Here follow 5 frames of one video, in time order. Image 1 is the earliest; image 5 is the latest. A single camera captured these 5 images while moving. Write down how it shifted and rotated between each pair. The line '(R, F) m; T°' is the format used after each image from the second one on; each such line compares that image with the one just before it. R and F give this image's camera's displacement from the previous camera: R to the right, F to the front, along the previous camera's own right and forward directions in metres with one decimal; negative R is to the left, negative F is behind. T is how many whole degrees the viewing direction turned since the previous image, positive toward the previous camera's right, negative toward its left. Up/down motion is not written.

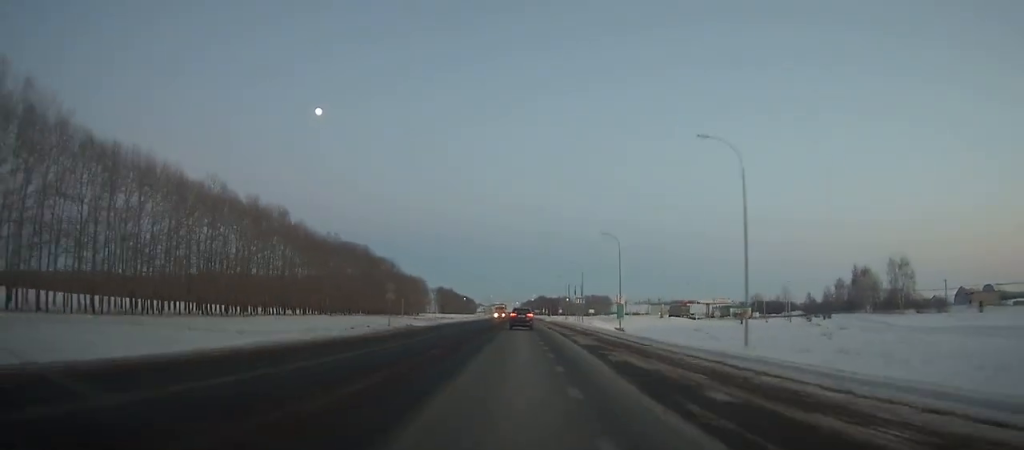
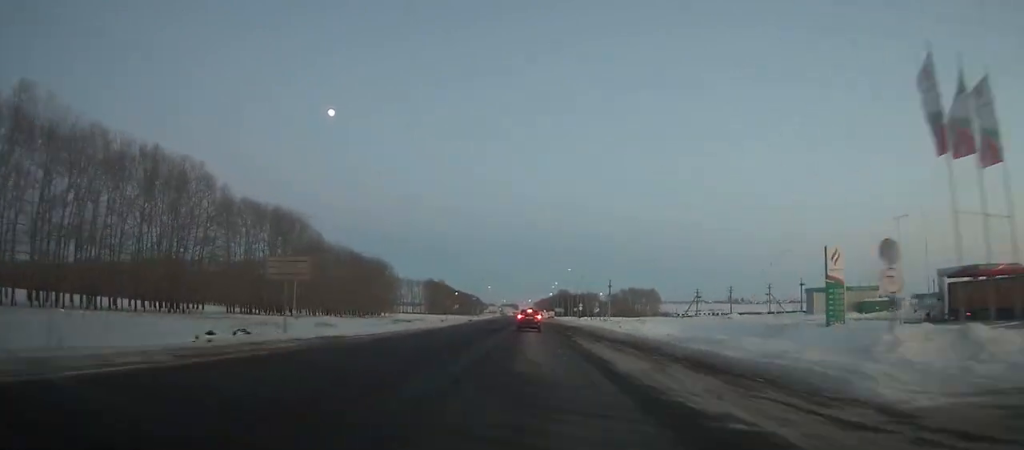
(-0.6, +116.3) m; -1°
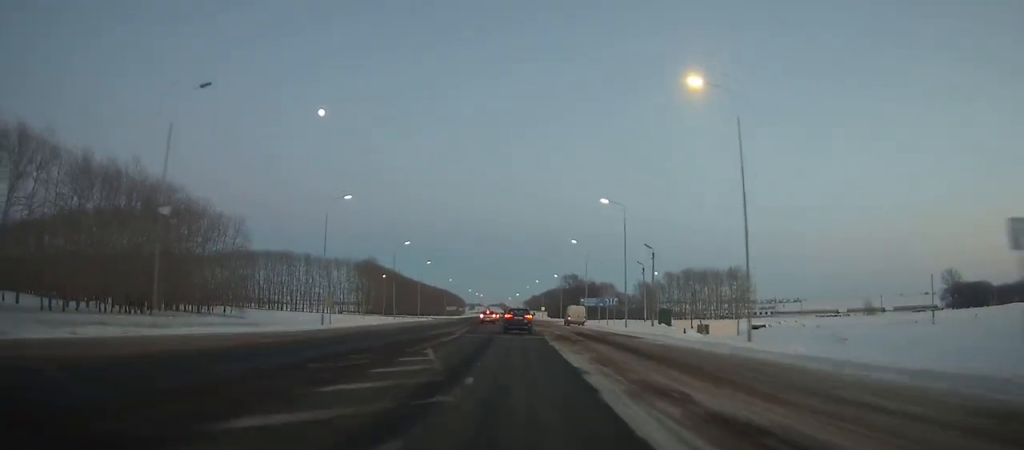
(+0.2, +135.5) m; 0°
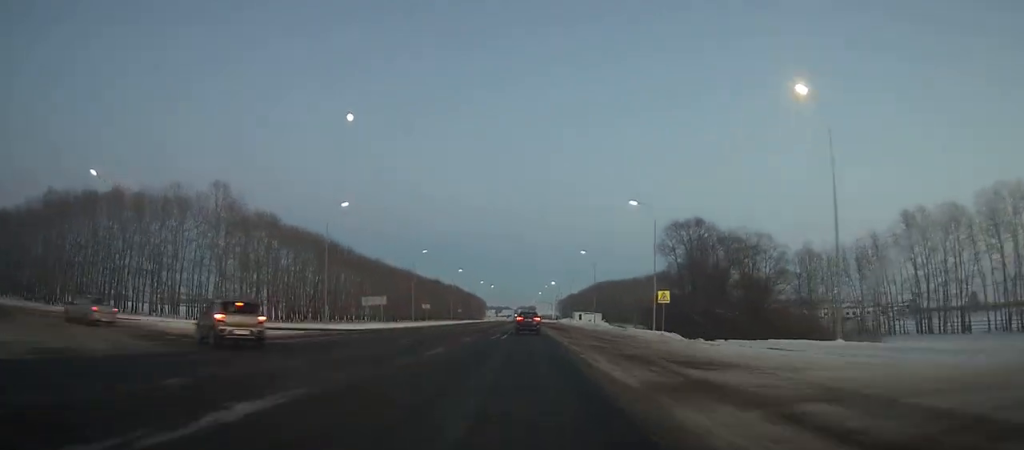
(-2.0, +132.2) m; -2°
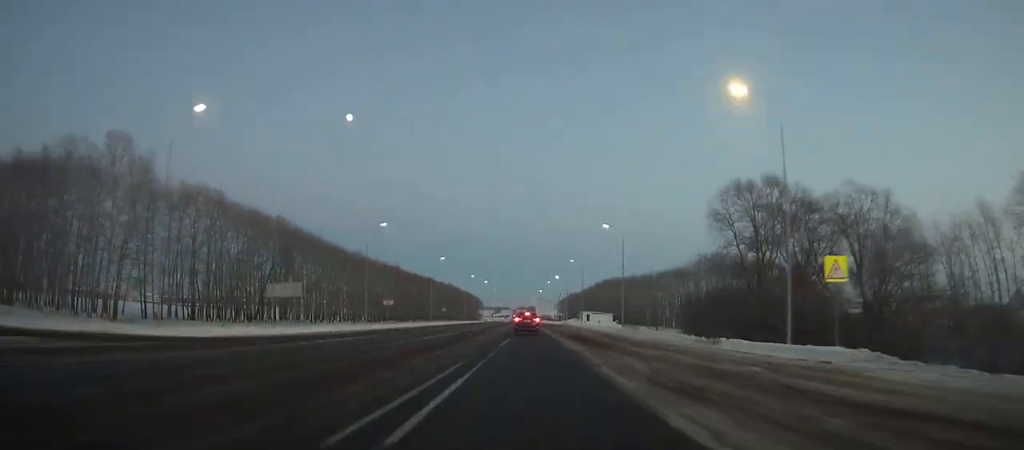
(0.0, +25.7) m; 0°
